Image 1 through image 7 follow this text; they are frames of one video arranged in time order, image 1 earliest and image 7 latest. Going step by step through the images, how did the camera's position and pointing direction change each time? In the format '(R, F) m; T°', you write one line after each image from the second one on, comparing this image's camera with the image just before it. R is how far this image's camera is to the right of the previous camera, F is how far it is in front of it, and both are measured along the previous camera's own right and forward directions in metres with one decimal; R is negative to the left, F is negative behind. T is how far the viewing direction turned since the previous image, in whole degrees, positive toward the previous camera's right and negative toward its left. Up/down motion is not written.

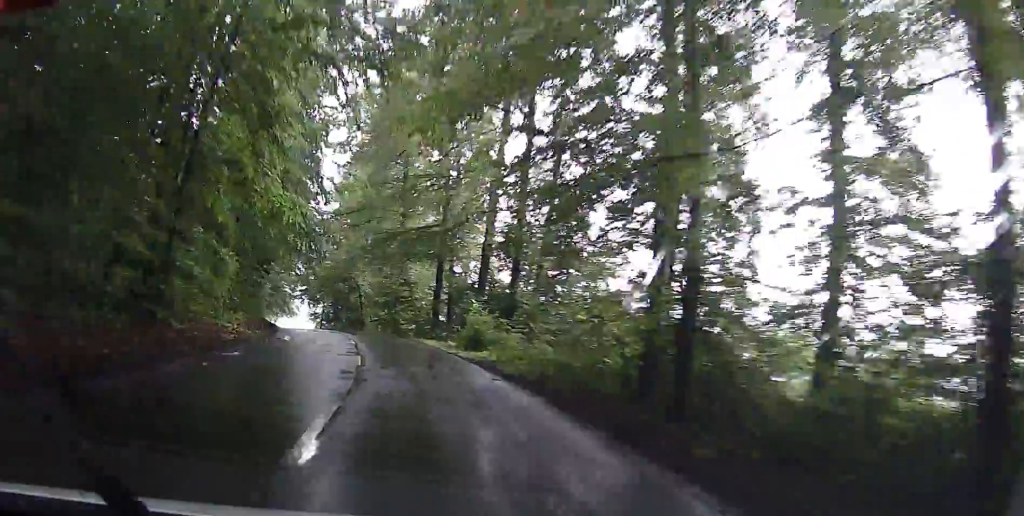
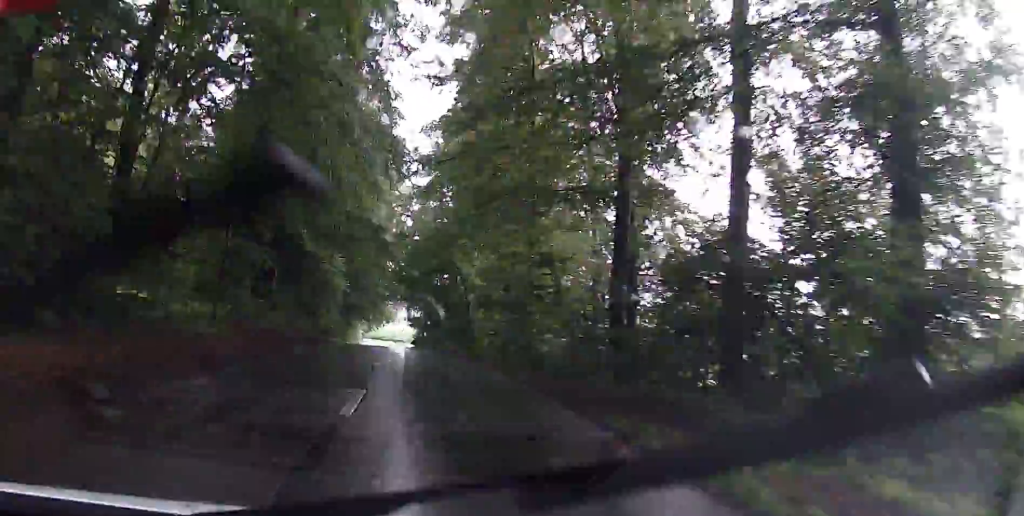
(-1.8, +24.0) m; -9°
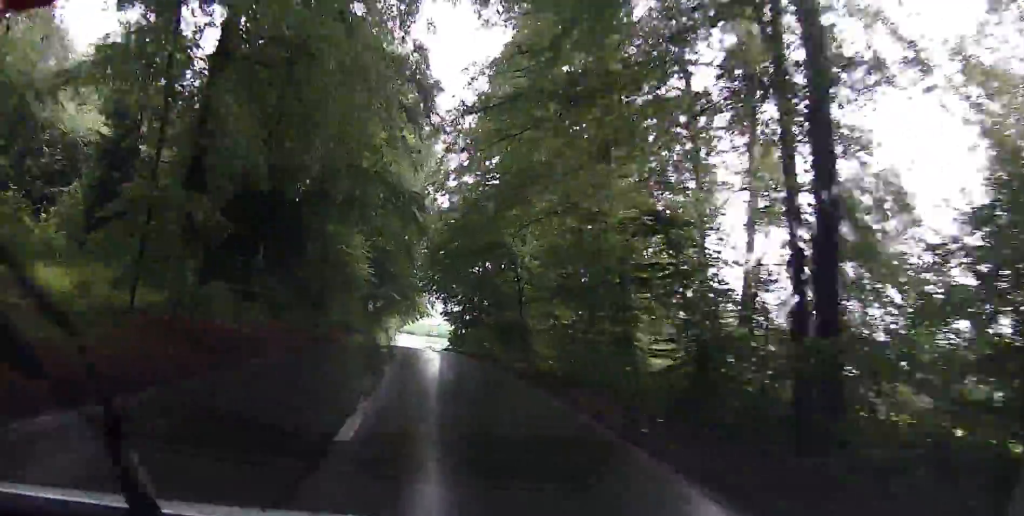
(-0.3, +10.2) m; -3°
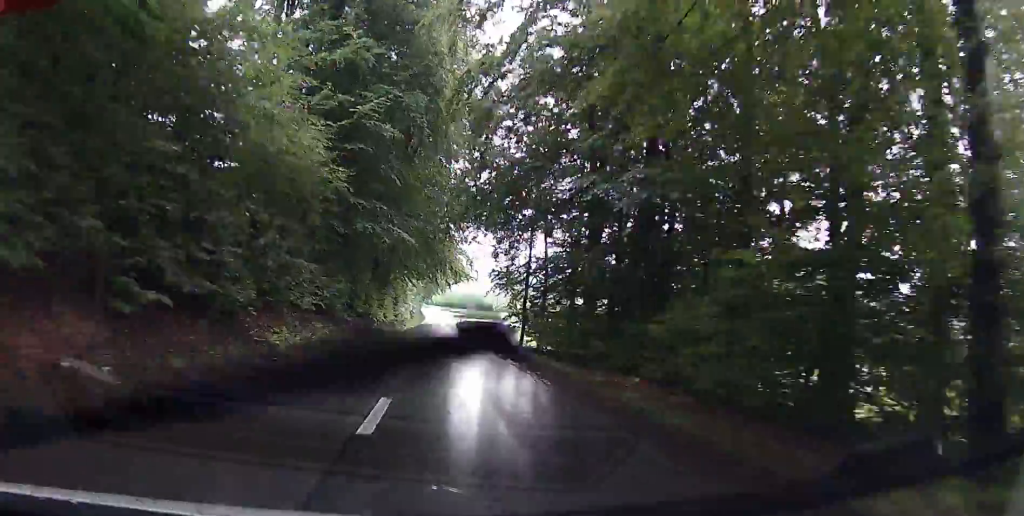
(-0.6, +35.2) m; -1°
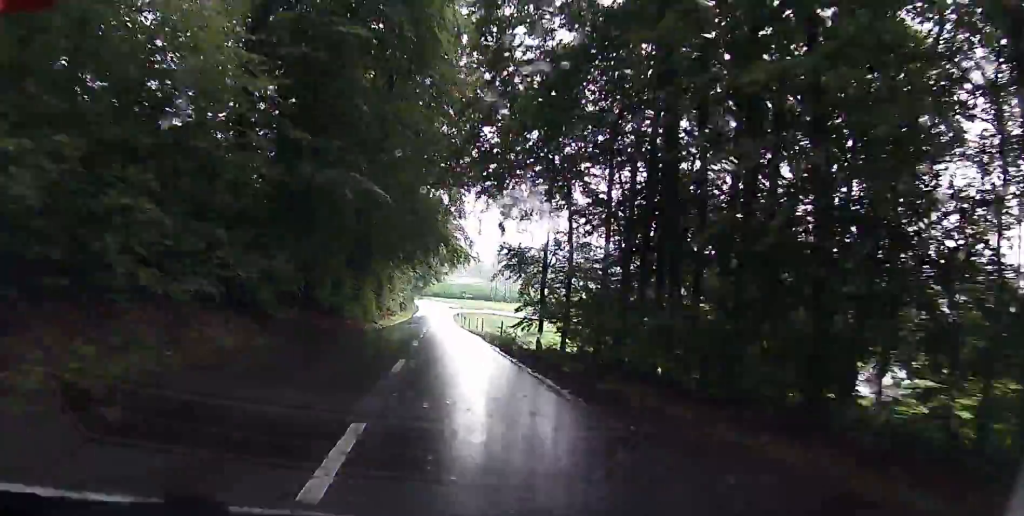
(-0.2, +11.2) m; -2°
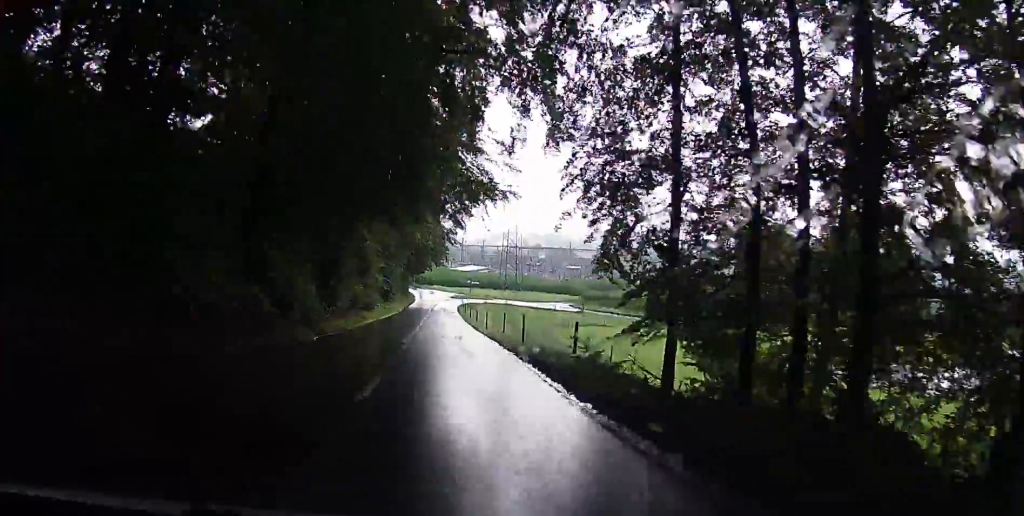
(-0.7, +22.5) m; -3°
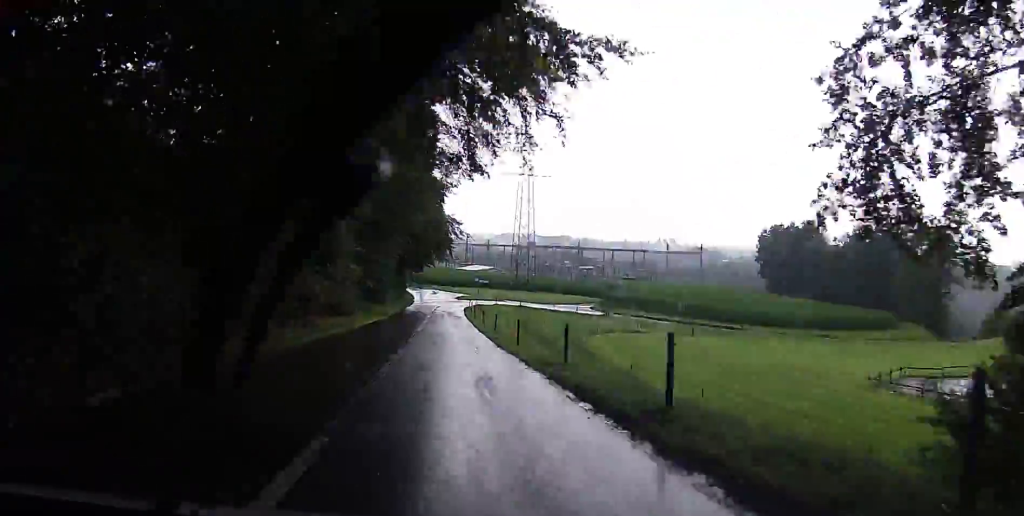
(-0.2, +14.4) m; -1°
